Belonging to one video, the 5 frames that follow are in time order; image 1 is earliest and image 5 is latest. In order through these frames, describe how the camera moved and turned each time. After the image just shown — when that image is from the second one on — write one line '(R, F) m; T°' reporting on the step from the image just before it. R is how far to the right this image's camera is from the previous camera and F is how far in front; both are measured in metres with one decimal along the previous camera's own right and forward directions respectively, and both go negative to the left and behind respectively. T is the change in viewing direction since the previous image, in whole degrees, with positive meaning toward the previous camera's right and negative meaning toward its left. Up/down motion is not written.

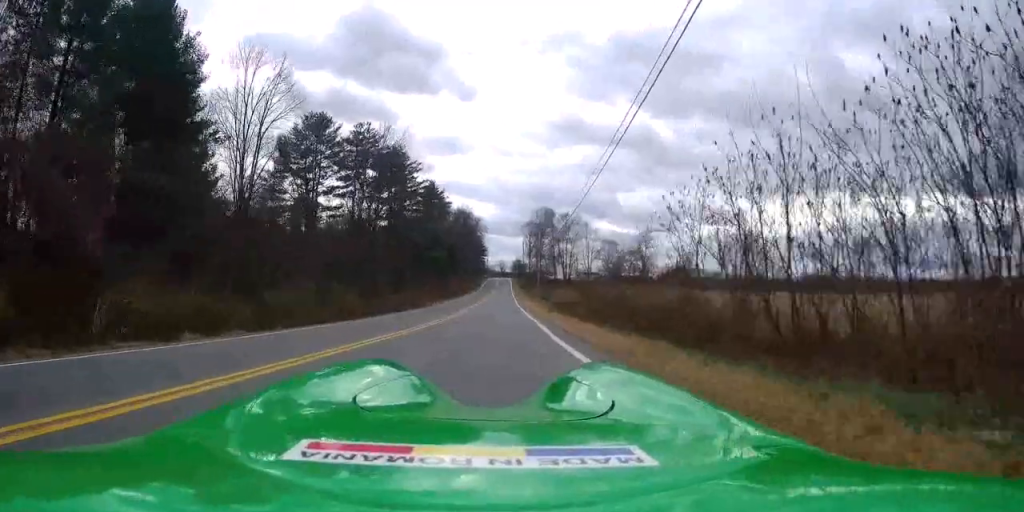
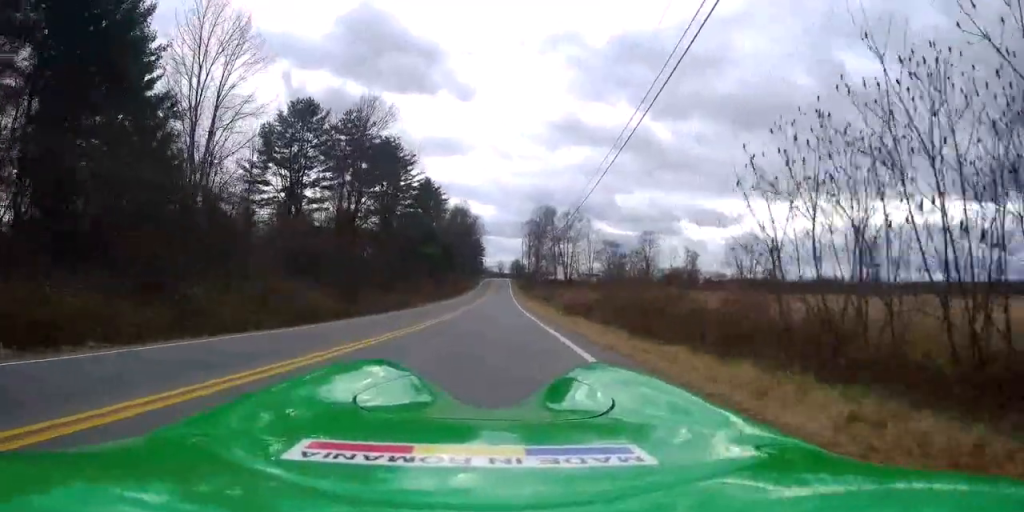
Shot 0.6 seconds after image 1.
(0.0, +7.9) m; 0°
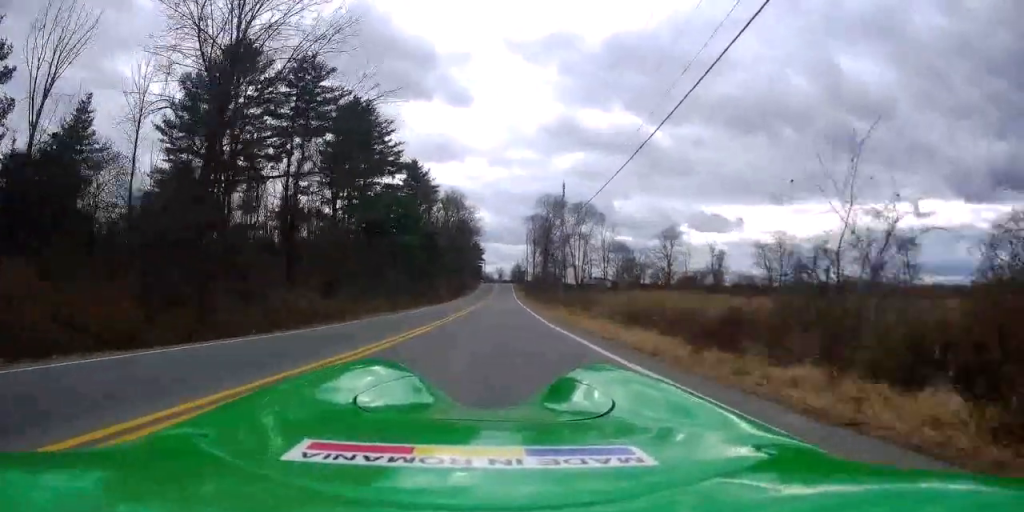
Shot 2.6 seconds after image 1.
(+0.7, +24.9) m; +5°
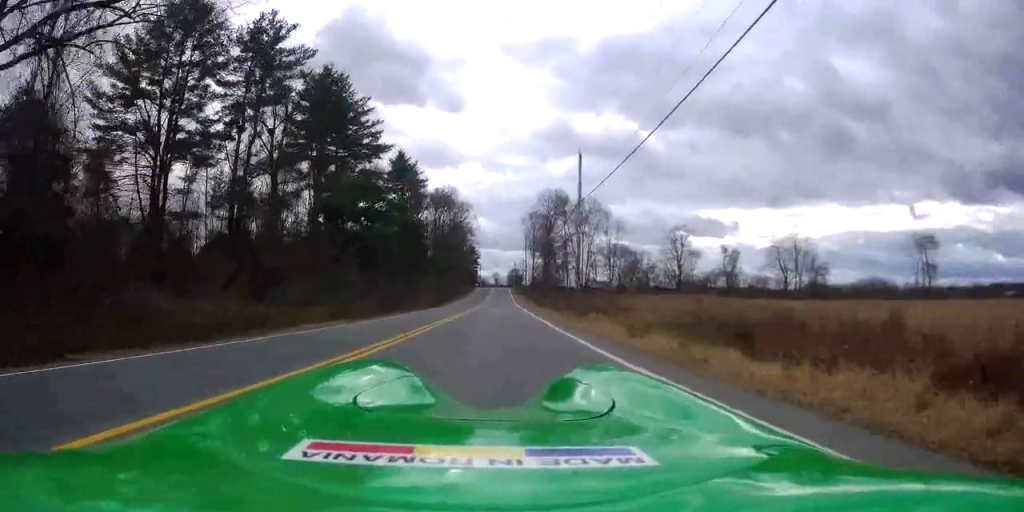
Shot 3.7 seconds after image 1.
(+0.4, +11.8) m; +1°
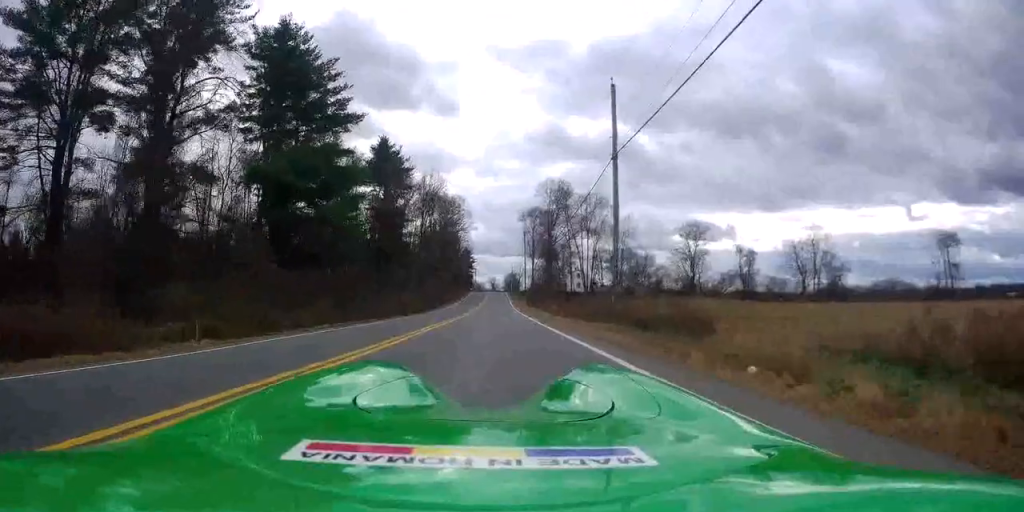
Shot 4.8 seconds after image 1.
(-0.2, +12.2) m; -2°
